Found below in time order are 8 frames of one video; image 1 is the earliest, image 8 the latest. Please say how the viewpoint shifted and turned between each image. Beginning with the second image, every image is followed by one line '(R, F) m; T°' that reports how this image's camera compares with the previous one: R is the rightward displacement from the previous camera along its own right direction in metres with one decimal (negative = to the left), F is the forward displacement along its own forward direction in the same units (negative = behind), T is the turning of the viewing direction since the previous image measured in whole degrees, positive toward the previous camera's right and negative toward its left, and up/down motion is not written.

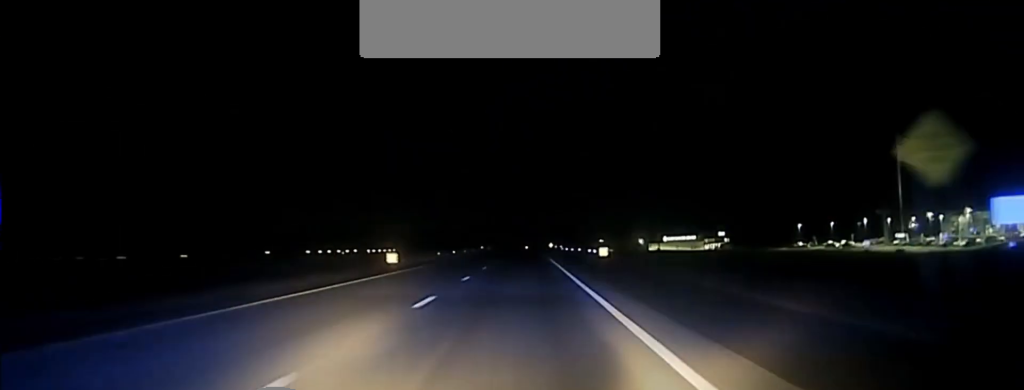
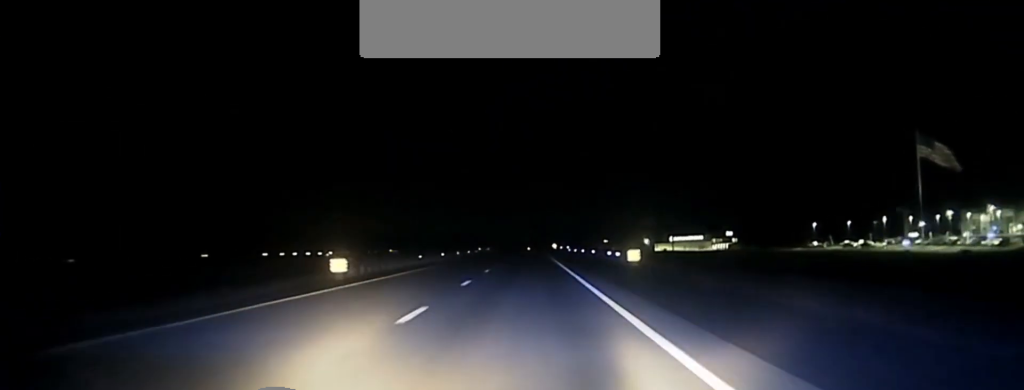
(-0.1, +16.4) m; 0°
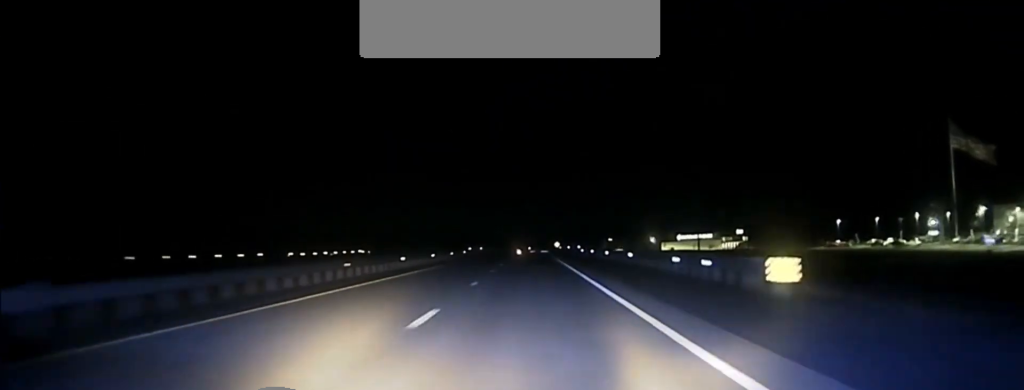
(-0.4, +25.7) m; 0°
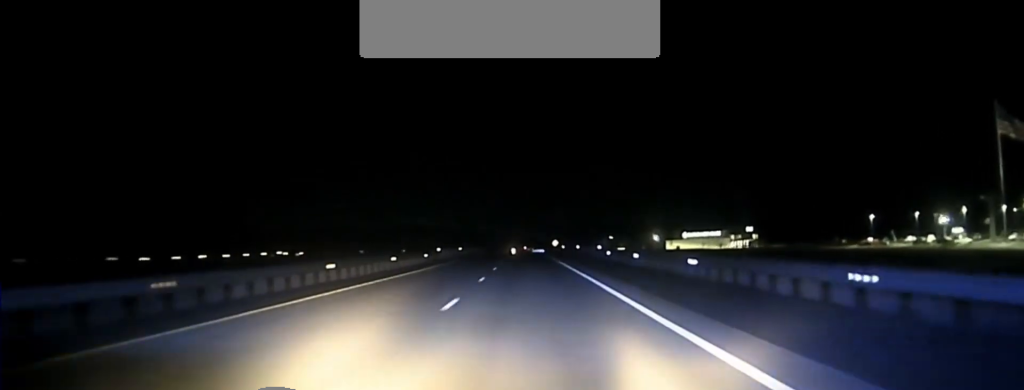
(+0.2, +35.5) m; +1°
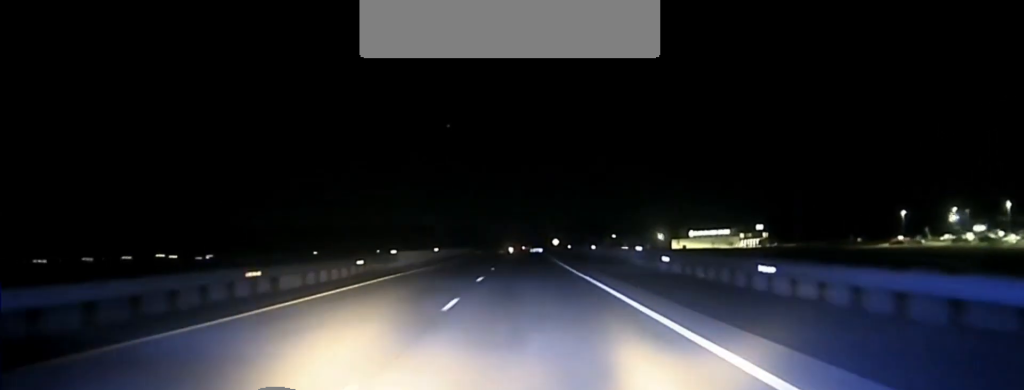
(+0.2, +24.6) m; 0°
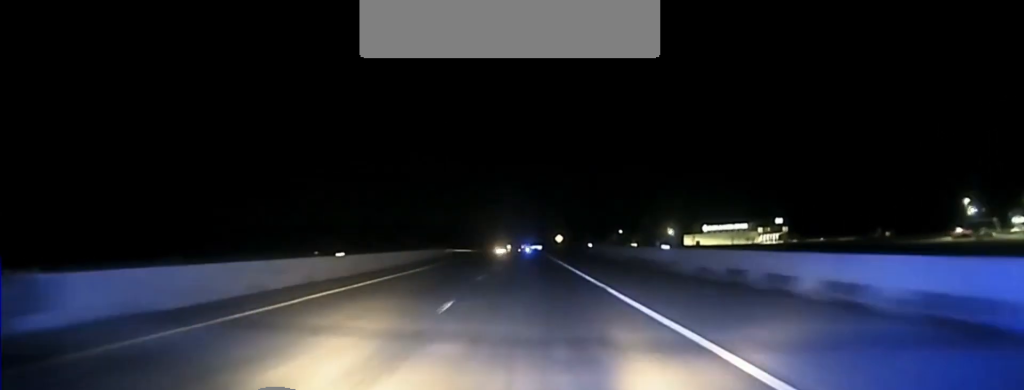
(+0.1, +34.8) m; 0°
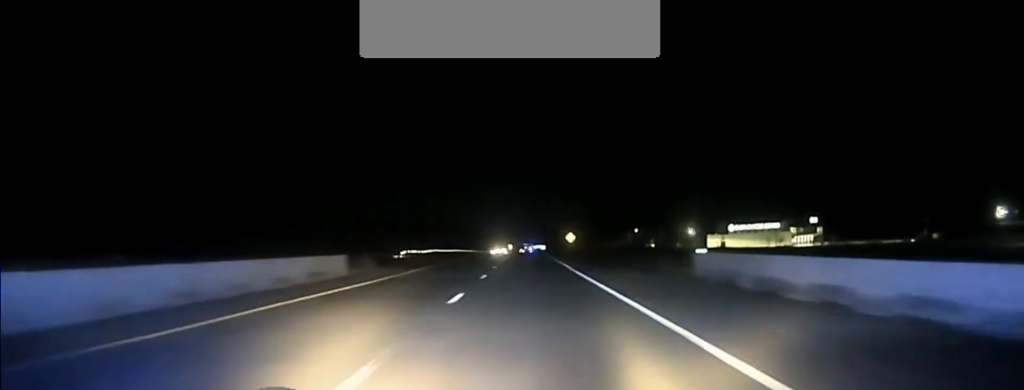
(-0.2, +40.0) m; 0°
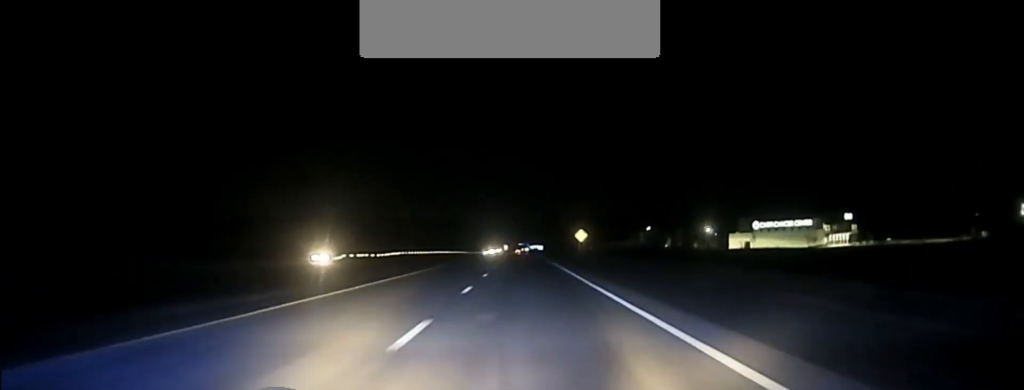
(0.0, +39.2) m; 0°
